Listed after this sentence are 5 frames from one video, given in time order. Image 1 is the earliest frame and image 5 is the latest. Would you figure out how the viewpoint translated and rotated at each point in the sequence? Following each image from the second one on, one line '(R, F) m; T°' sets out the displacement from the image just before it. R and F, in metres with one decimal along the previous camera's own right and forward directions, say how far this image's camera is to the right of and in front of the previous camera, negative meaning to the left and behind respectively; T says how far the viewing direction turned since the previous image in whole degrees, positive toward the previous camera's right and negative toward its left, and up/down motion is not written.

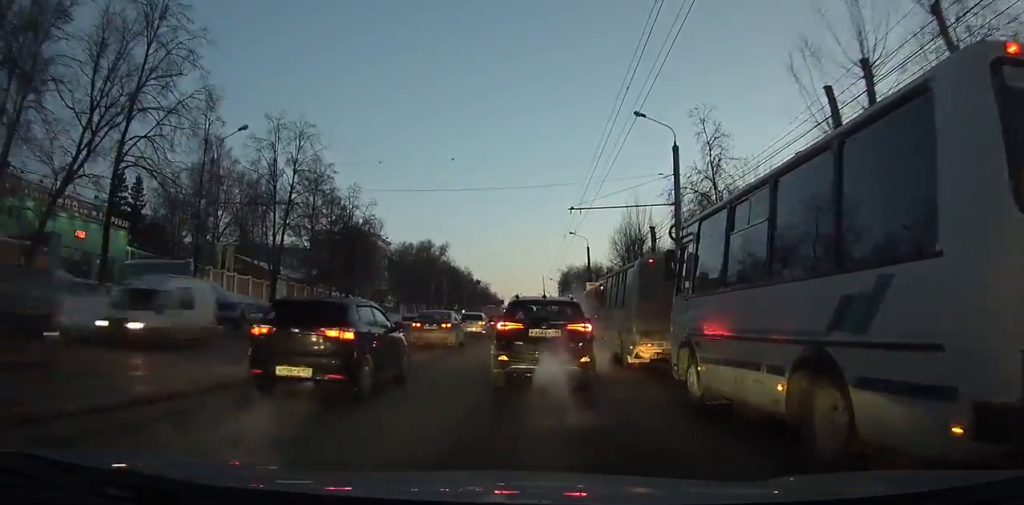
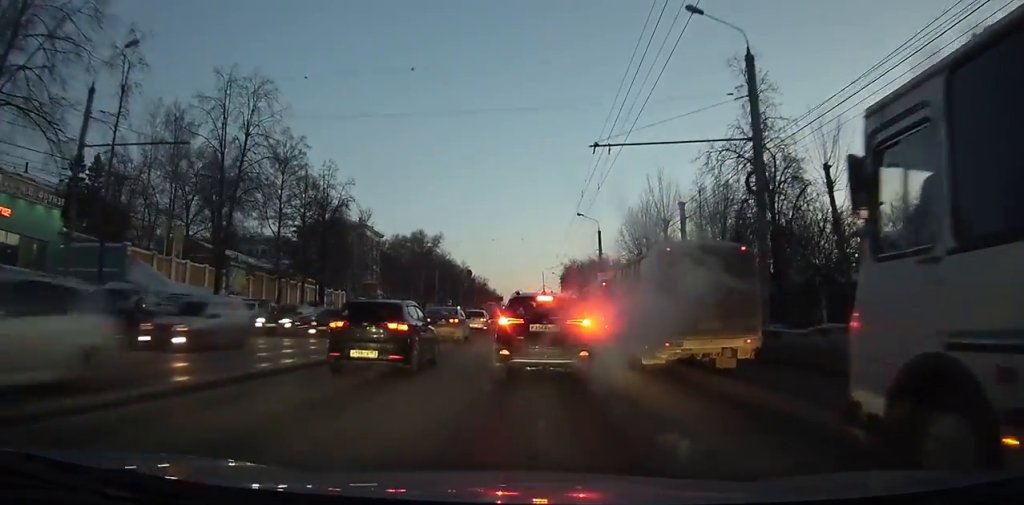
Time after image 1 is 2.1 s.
(0.0, +9.2) m; 0°
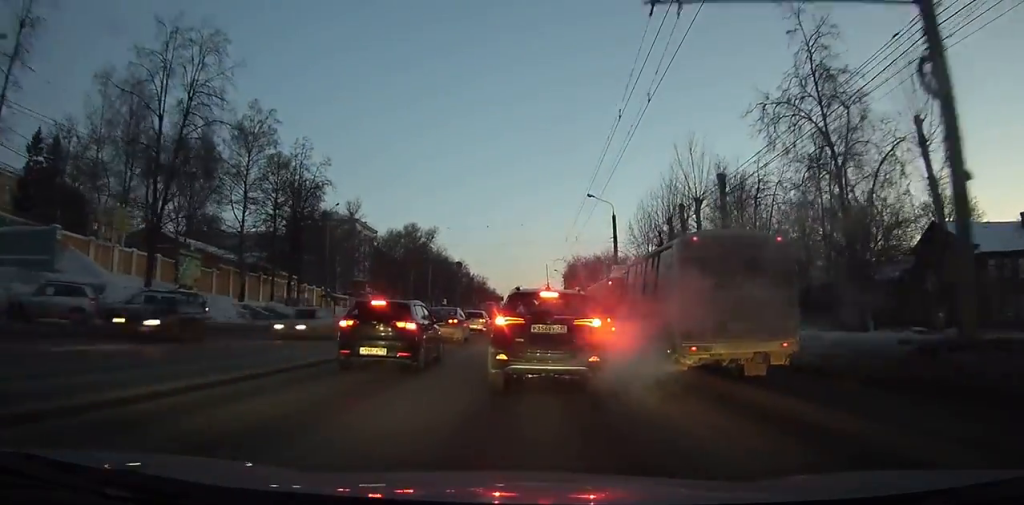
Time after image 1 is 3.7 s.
(0.0, +6.8) m; 0°
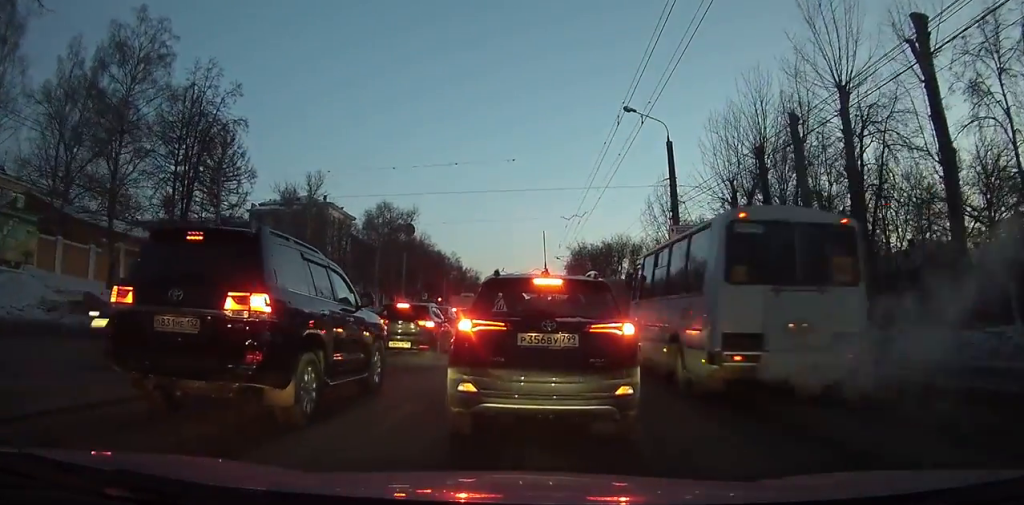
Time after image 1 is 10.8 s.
(-0.2, +19.9) m; -2°
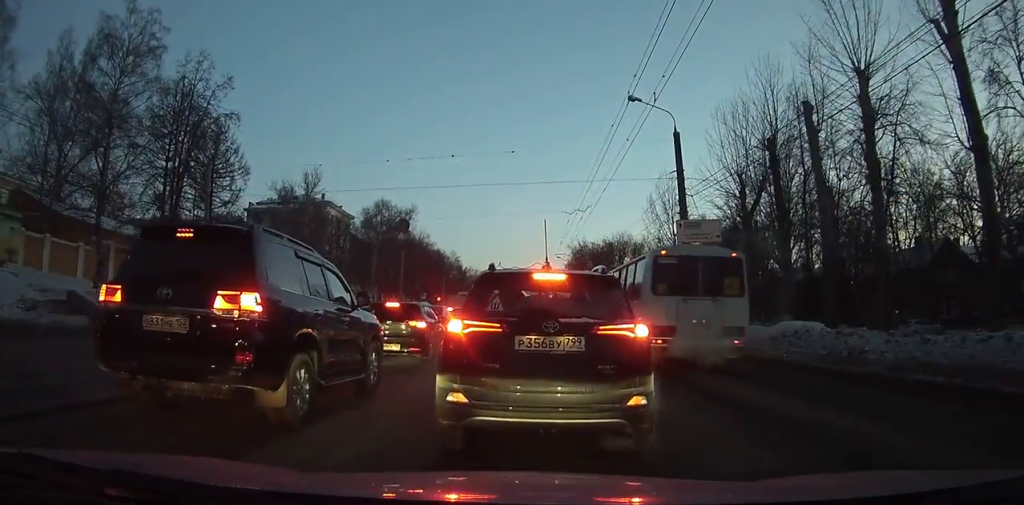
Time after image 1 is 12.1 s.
(0.0, +2.2) m; +1°
